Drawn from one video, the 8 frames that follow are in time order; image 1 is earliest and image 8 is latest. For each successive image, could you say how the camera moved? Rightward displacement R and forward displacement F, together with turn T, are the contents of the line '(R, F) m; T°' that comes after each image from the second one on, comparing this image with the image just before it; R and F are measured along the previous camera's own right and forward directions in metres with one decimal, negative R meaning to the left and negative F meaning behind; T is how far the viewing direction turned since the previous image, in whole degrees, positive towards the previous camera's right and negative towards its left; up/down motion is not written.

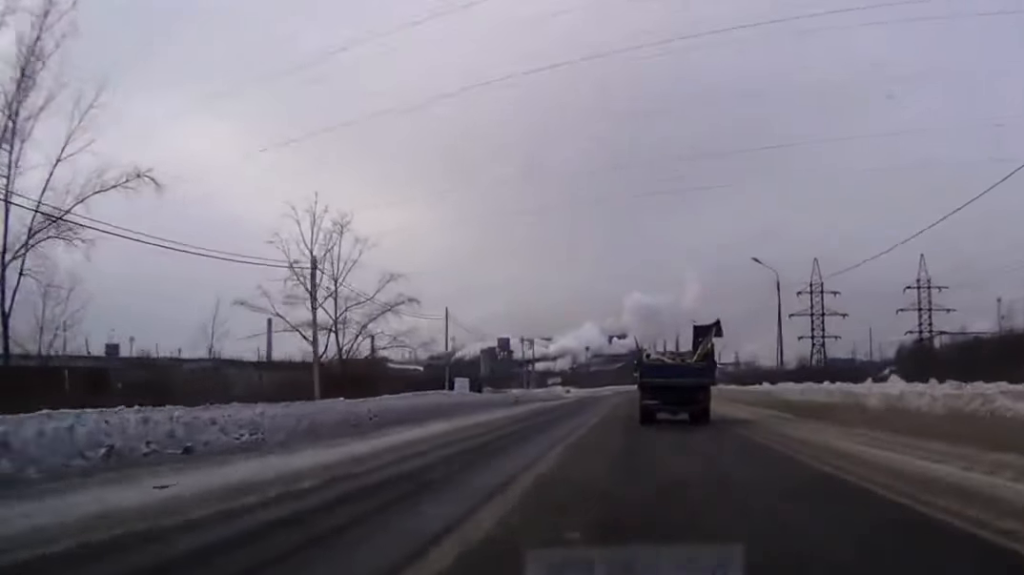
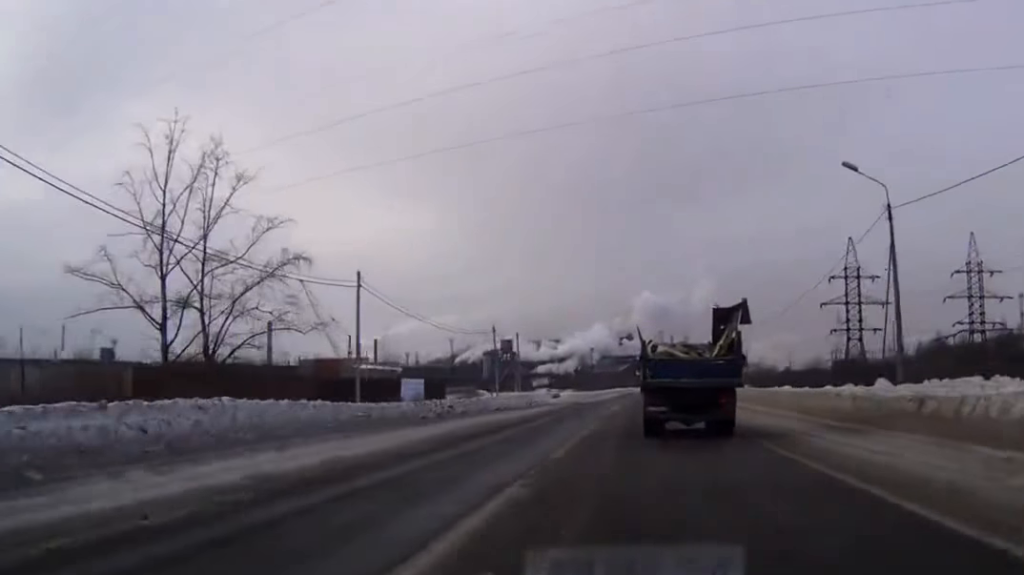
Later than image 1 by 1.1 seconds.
(0.0, +21.8) m; 0°
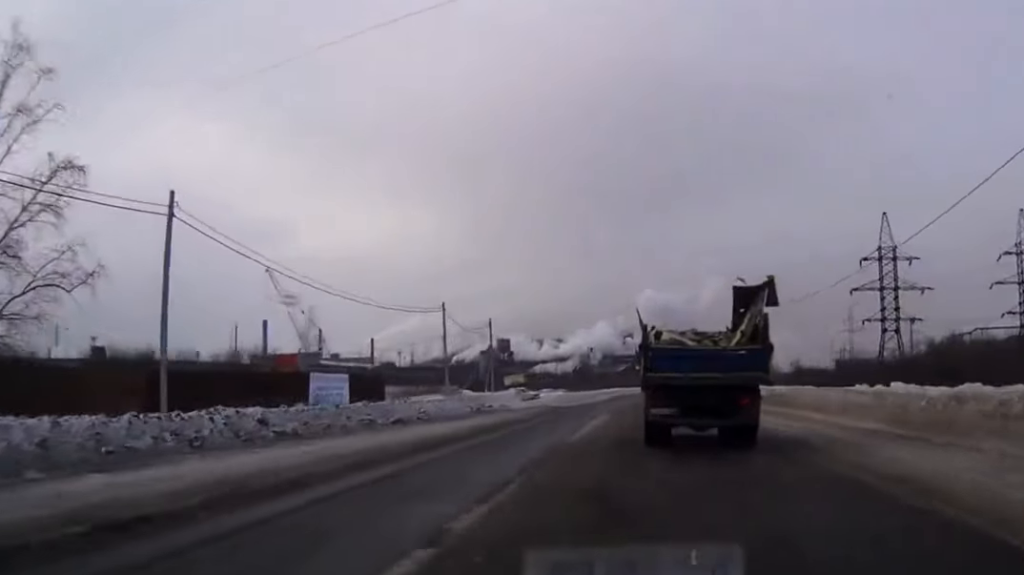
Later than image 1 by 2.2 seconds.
(0.0, +19.3) m; 0°
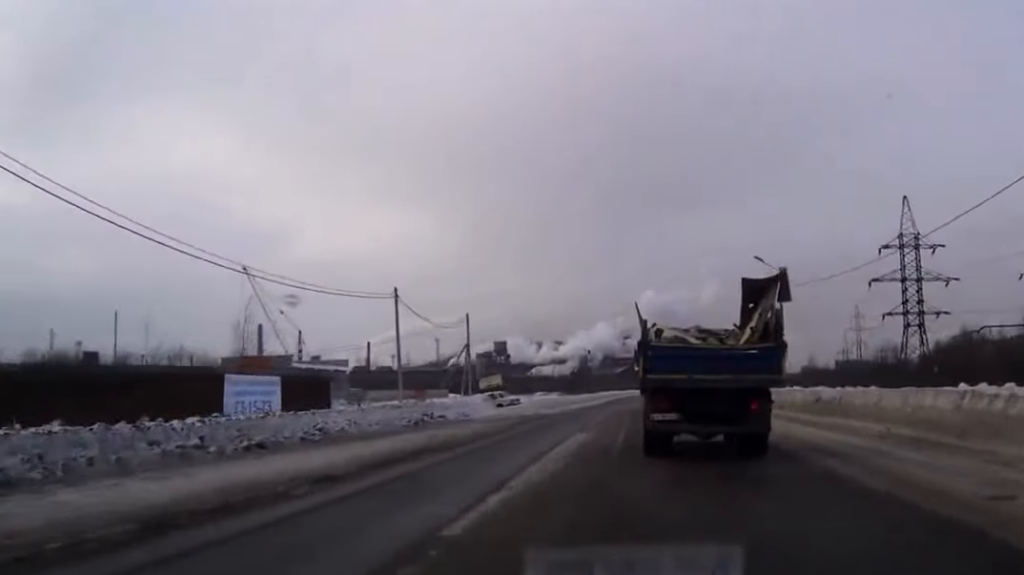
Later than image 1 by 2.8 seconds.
(0.0, +10.6) m; 0°
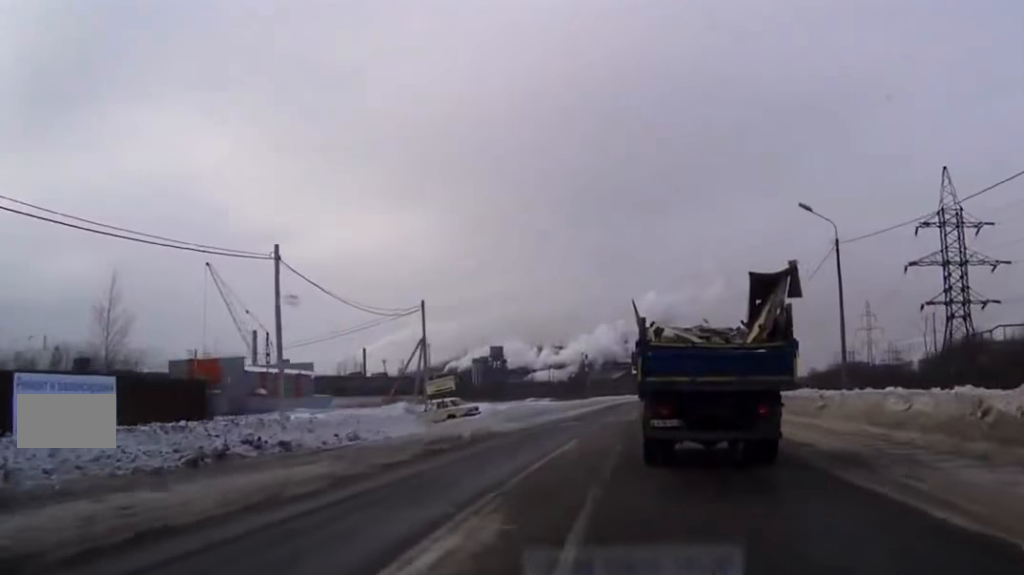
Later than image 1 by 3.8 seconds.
(0.0, +15.4) m; 0°
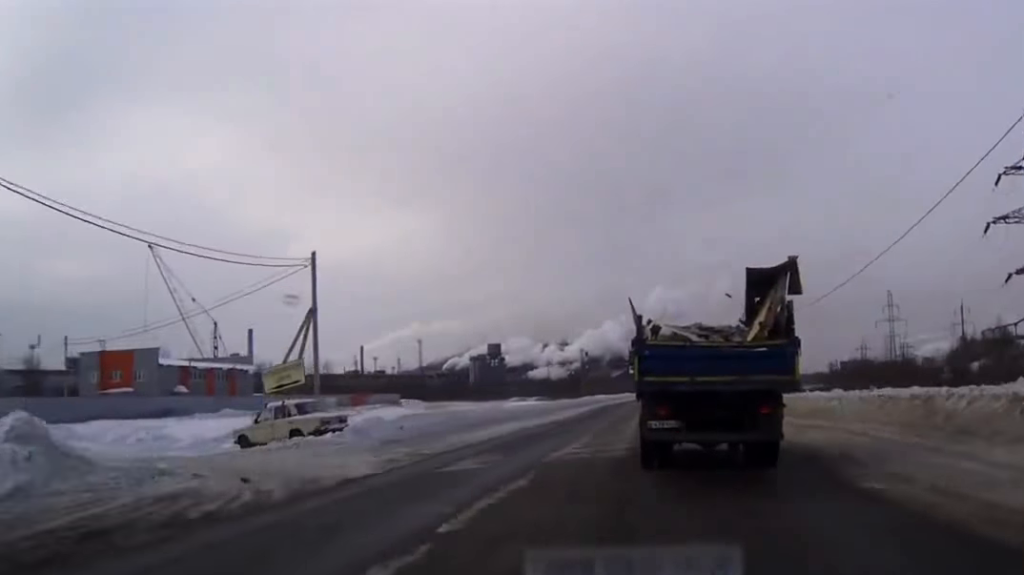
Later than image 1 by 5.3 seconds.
(0.0, +21.3) m; 0°
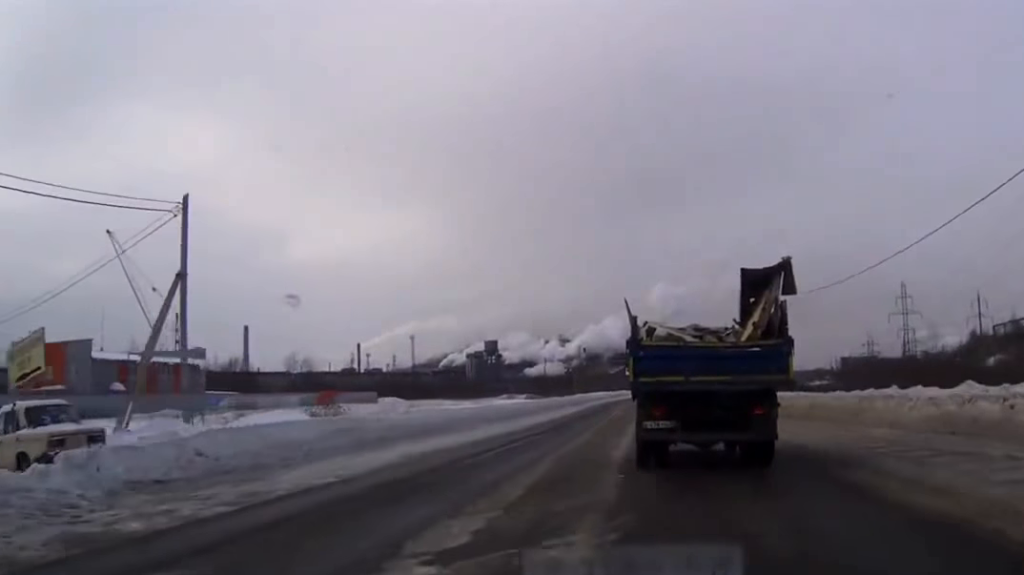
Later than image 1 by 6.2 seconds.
(0.0, +13.1) m; 0°
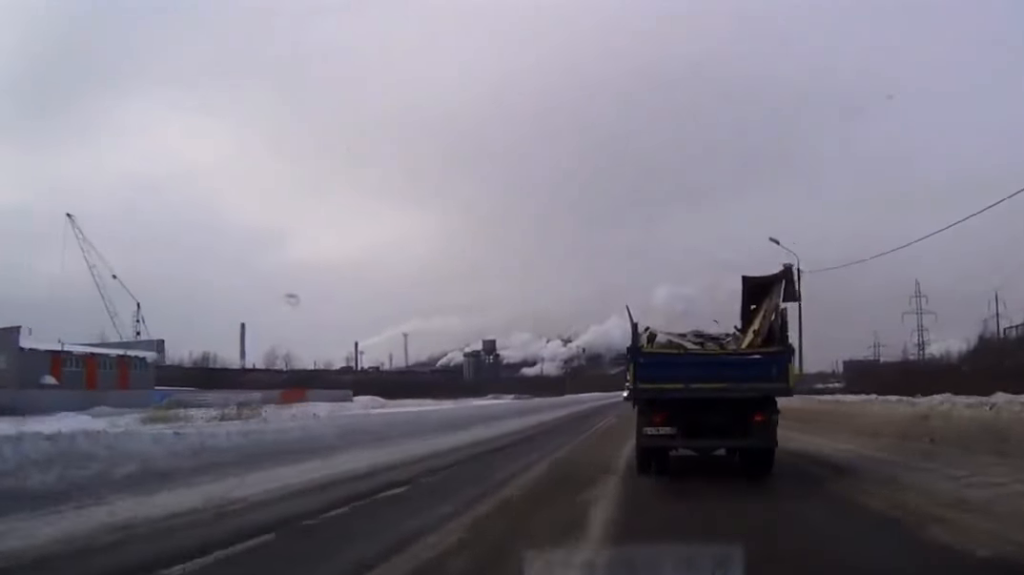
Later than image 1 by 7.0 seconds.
(0.0, +11.3) m; 0°
